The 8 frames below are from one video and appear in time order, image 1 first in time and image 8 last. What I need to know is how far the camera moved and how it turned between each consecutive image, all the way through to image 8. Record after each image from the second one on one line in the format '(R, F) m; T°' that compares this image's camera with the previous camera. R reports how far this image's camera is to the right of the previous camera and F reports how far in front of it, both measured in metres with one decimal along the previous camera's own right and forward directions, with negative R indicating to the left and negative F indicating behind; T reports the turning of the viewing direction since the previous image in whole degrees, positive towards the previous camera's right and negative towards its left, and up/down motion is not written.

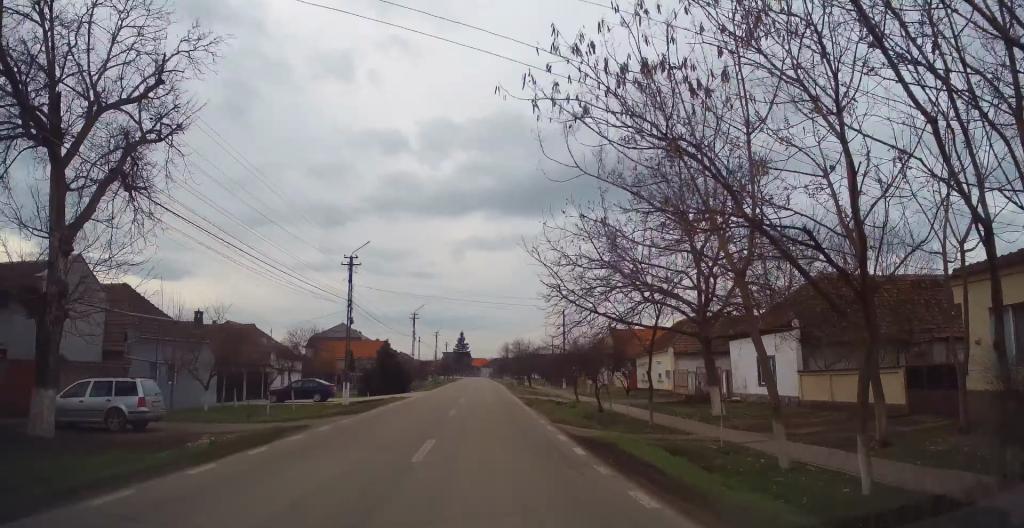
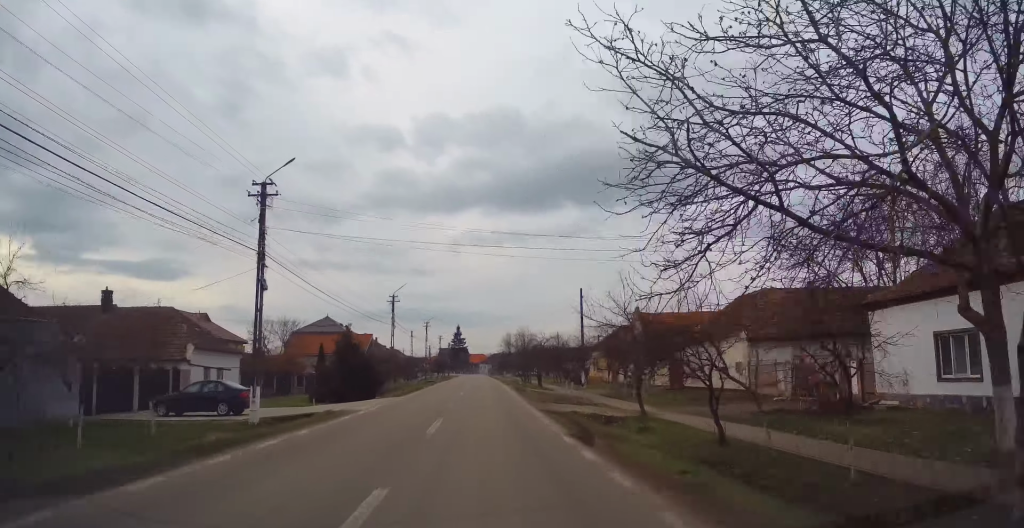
(0.0, +13.5) m; -1°
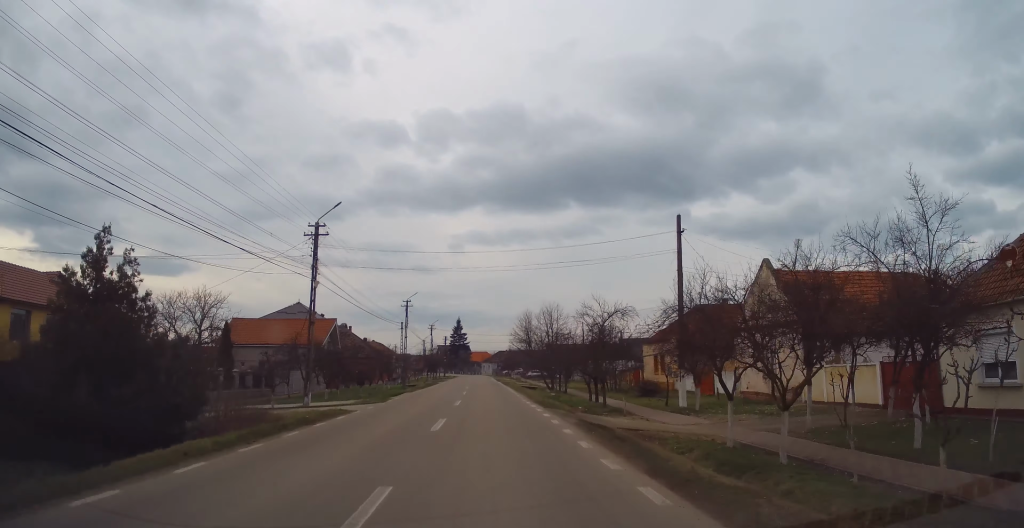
(-0.6, +26.1) m; -1°
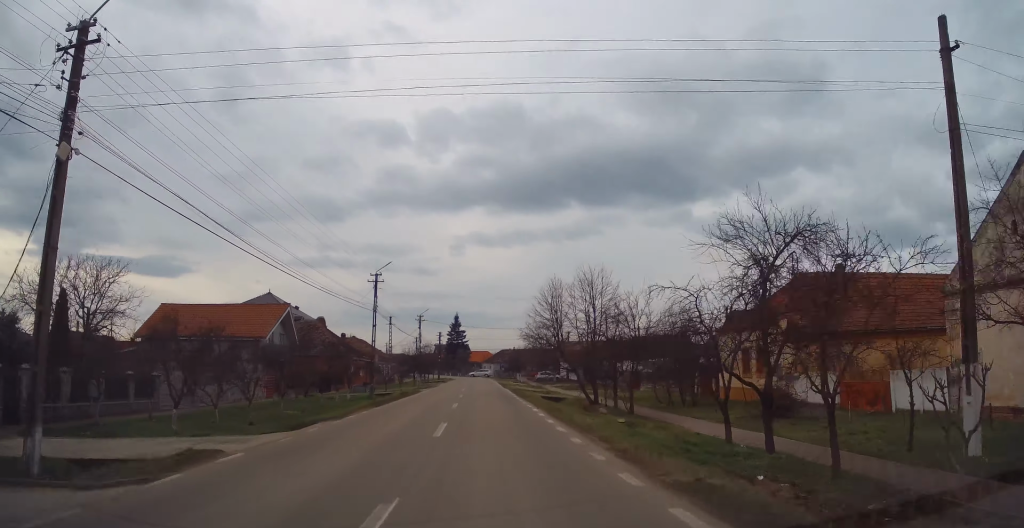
(+0.3, +18.1) m; +2°
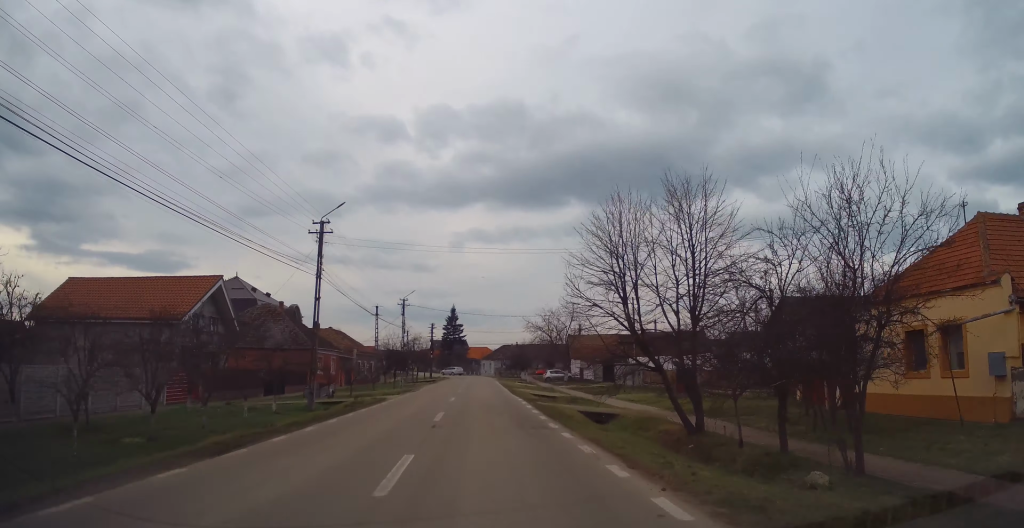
(+0.2, +14.9) m; -1°
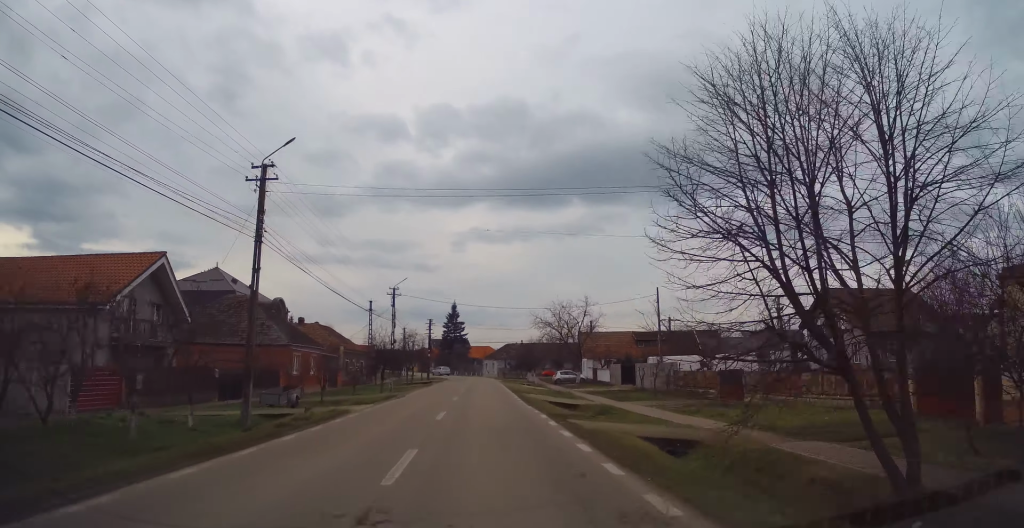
(-0.2, +8.5) m; -1°
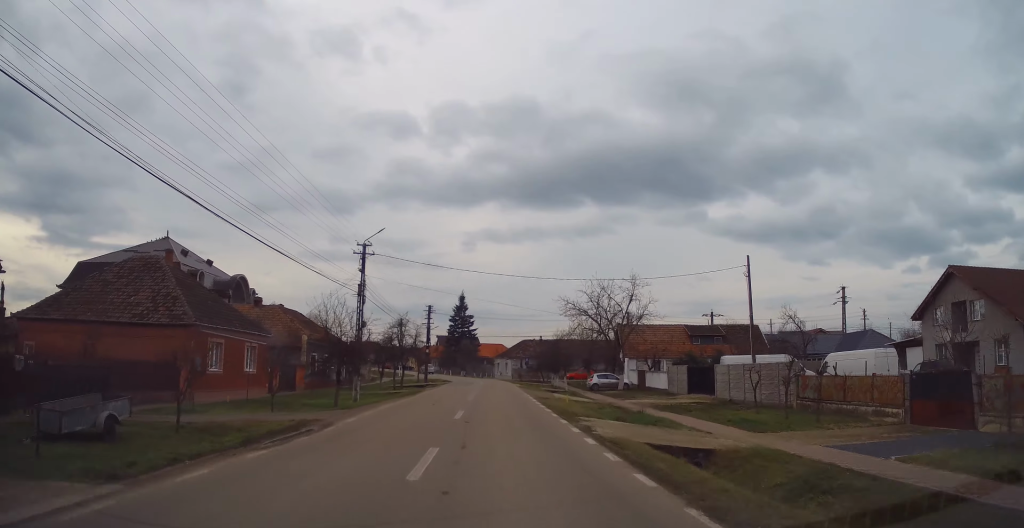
(0.0, +17.8) m; +2°
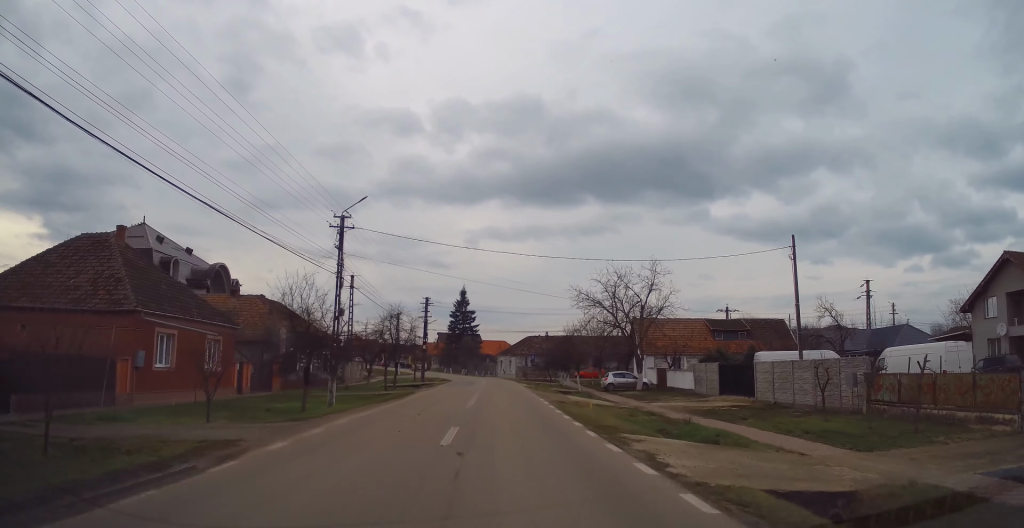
(+0.2, +5.9) m; 0°
